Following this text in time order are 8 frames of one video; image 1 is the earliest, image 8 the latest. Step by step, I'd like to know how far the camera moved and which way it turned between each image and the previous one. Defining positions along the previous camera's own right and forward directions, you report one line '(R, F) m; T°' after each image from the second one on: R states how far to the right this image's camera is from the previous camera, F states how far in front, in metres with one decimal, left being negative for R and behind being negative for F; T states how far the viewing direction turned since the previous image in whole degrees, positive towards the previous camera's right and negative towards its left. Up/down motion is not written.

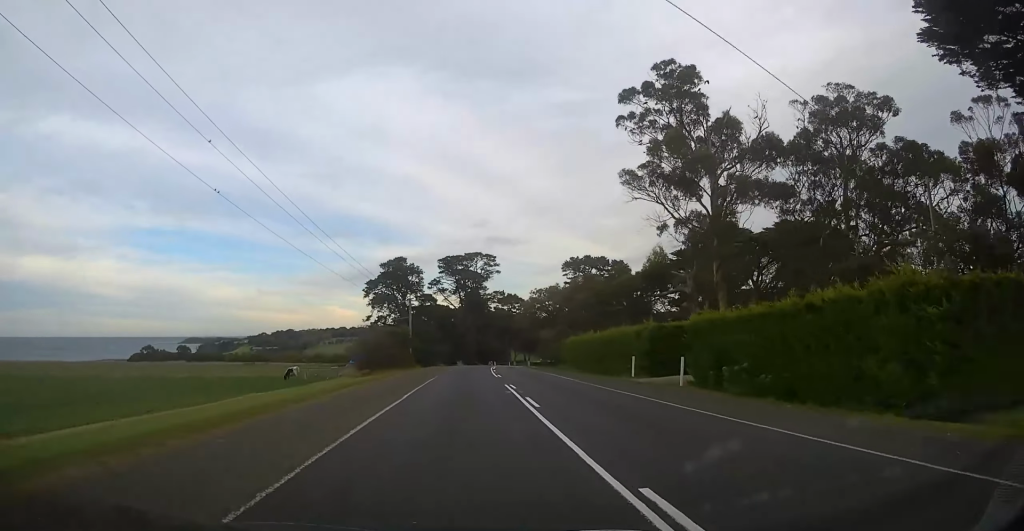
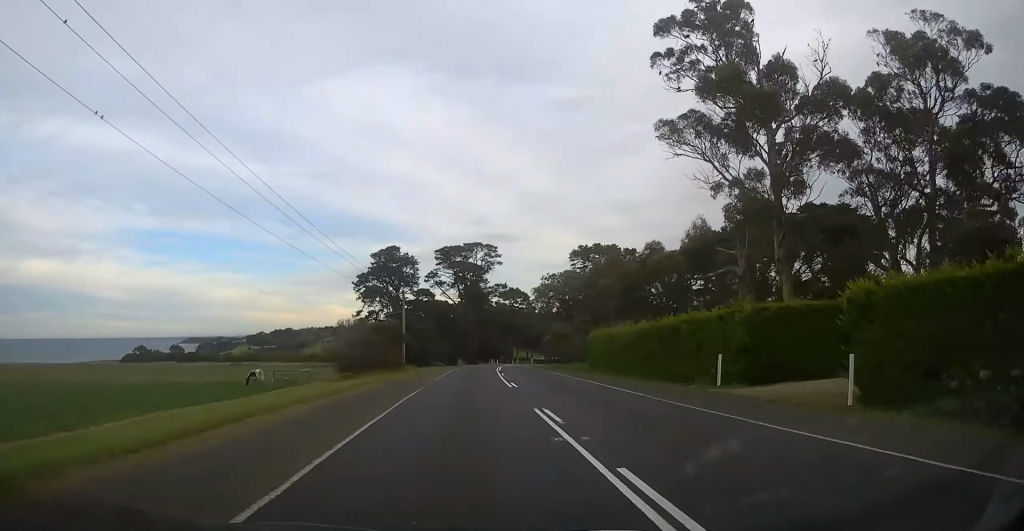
(0.0, +10.9) m; 0°
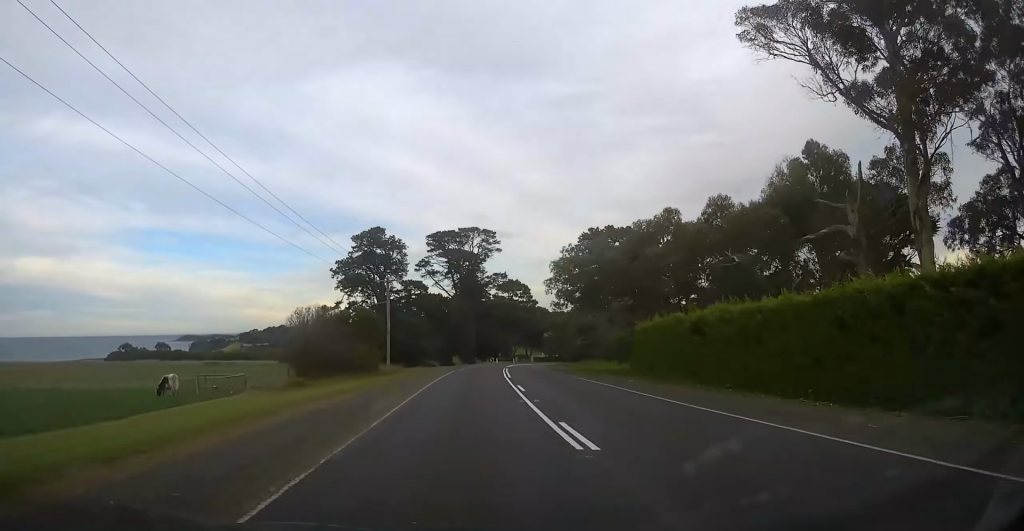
(0.0, +14.2) m; 0°
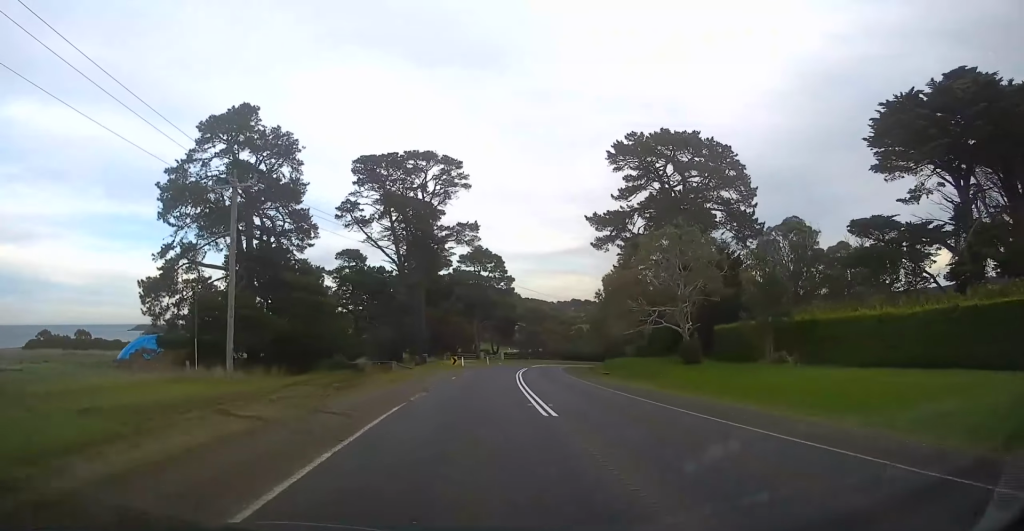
(+1.5, +46.7) m; +4°
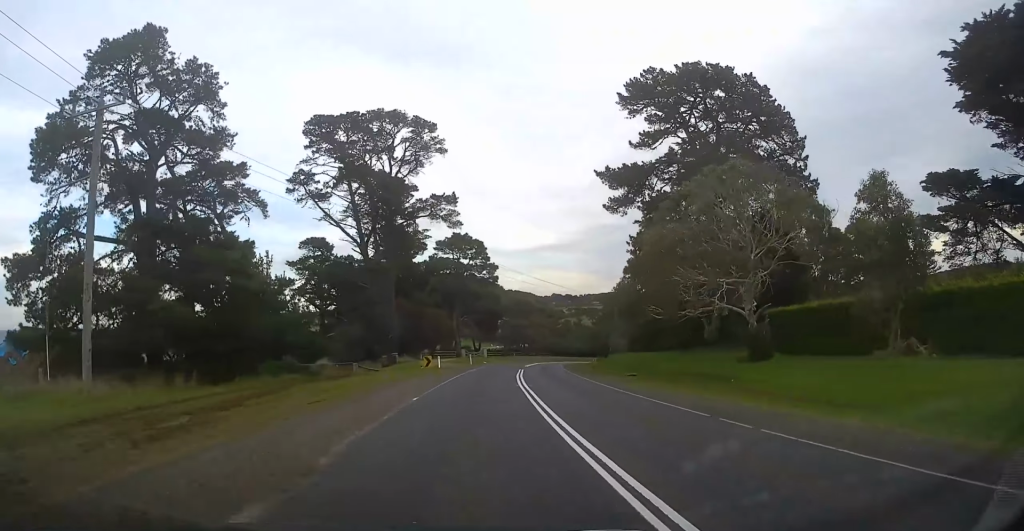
(+0.2, +13.5) m; +1°
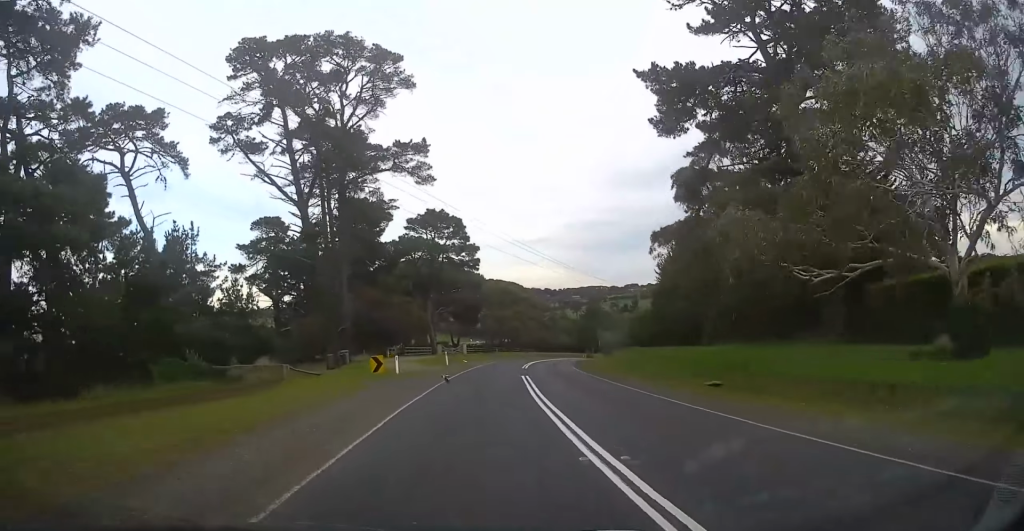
(+0.1, +16.8) m; +2°
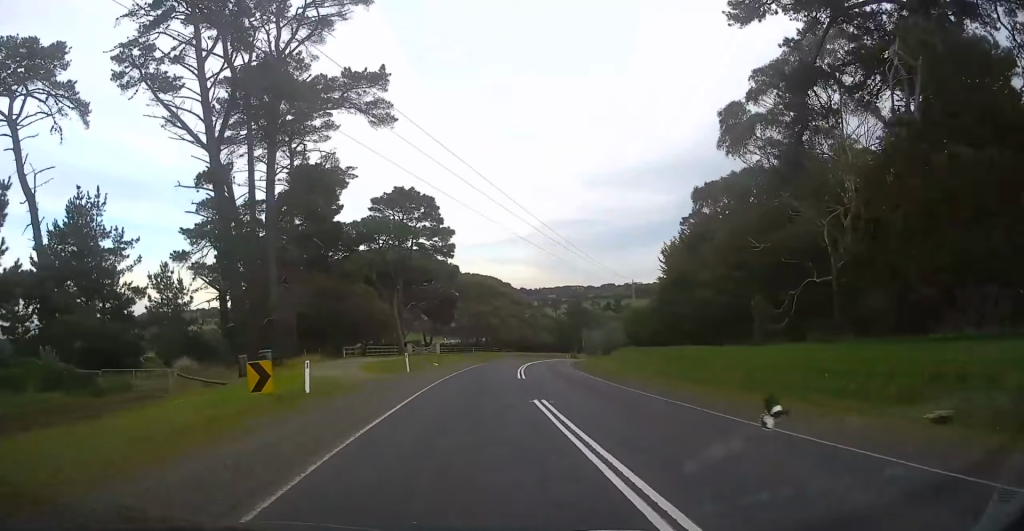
(+0.1, +13.5) m; +2°
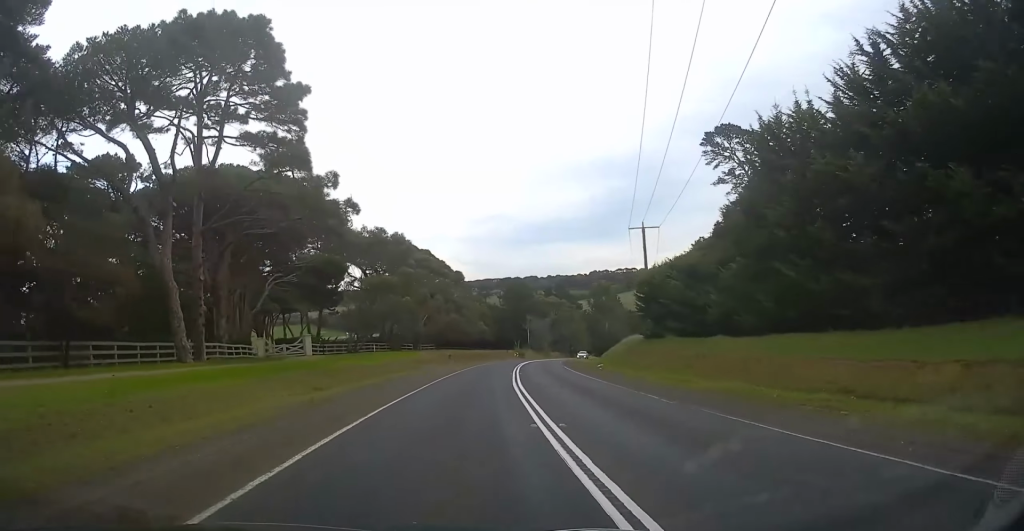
(+2.8, +46.7) m; +8°
